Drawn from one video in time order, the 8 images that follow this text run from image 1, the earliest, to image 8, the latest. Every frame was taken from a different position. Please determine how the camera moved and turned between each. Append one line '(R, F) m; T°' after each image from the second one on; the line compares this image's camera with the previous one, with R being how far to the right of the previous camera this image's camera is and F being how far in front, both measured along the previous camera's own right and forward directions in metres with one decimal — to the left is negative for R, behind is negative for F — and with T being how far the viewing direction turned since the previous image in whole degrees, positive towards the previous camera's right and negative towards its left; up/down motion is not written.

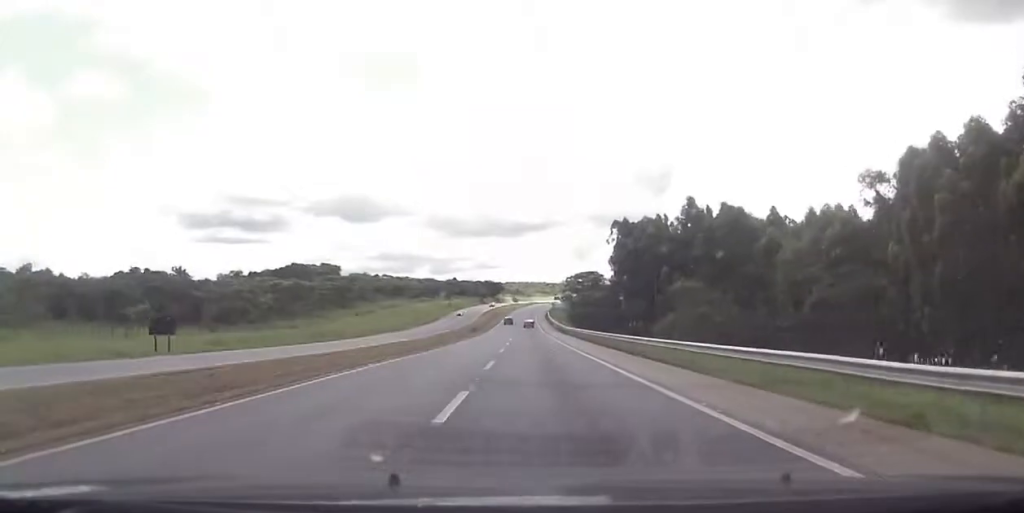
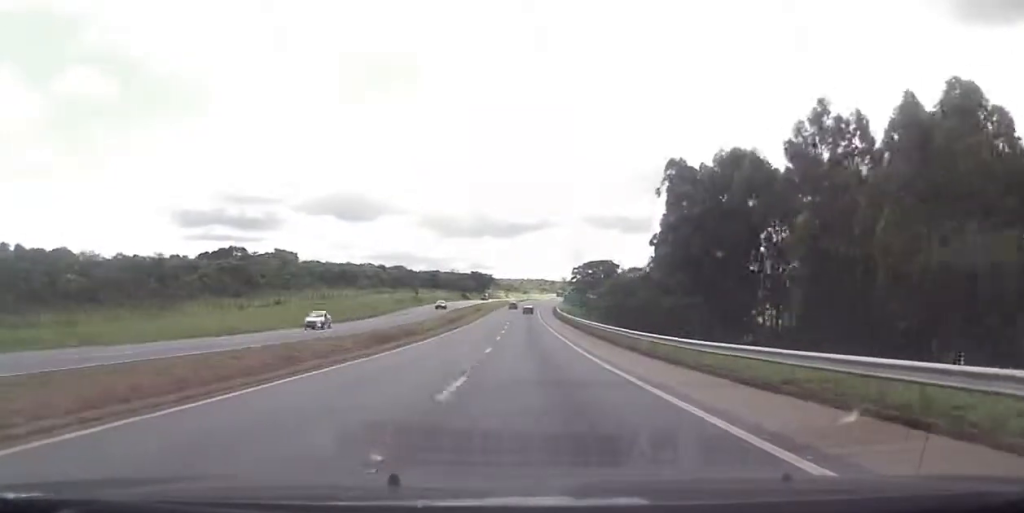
(+0.5, +67.6) m; 0°
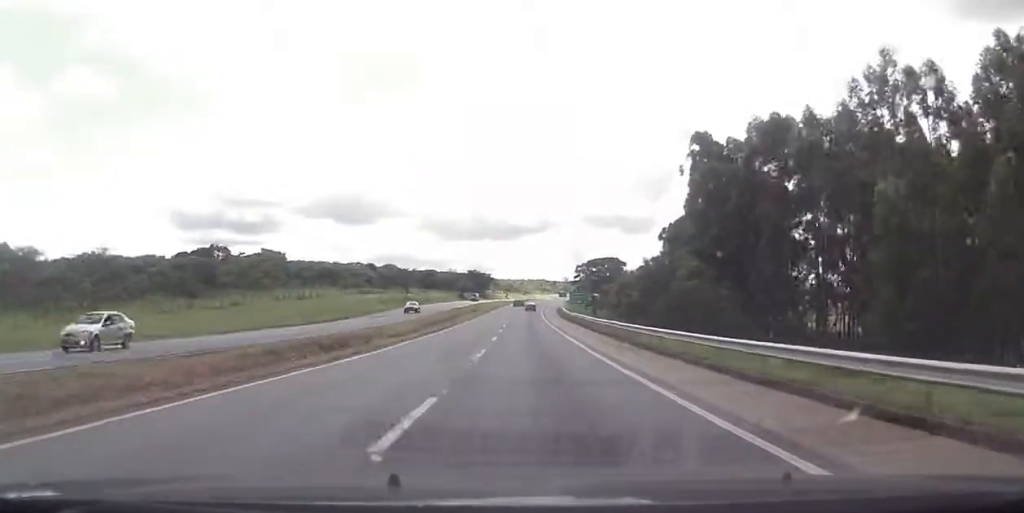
(-0.1, +16.2) m; 0°
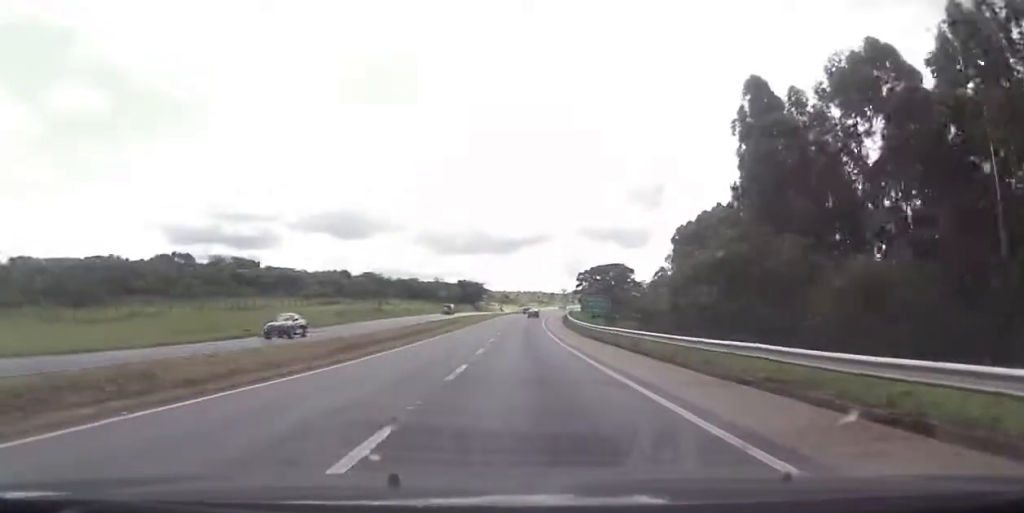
(0.0, +25.8) m; 0°
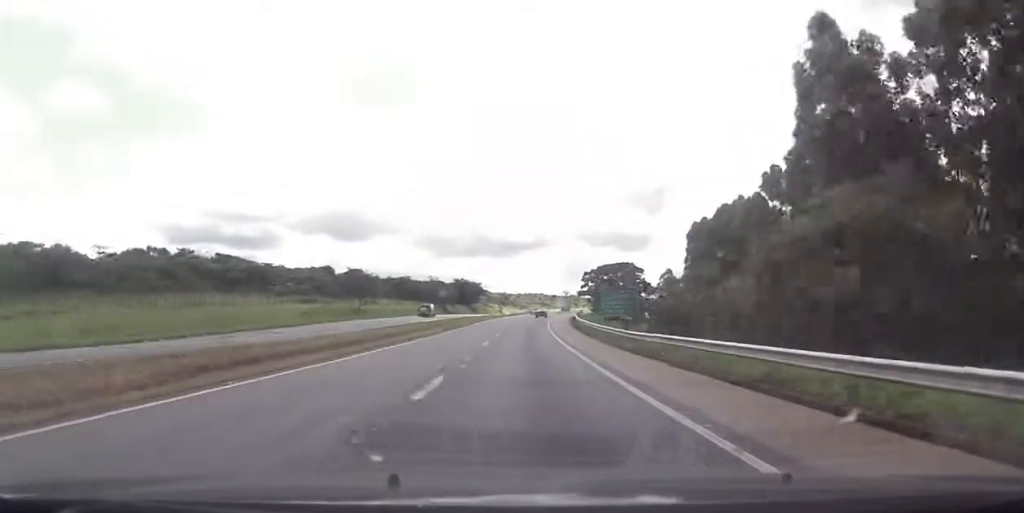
(0.0, +16.5) m; 0°
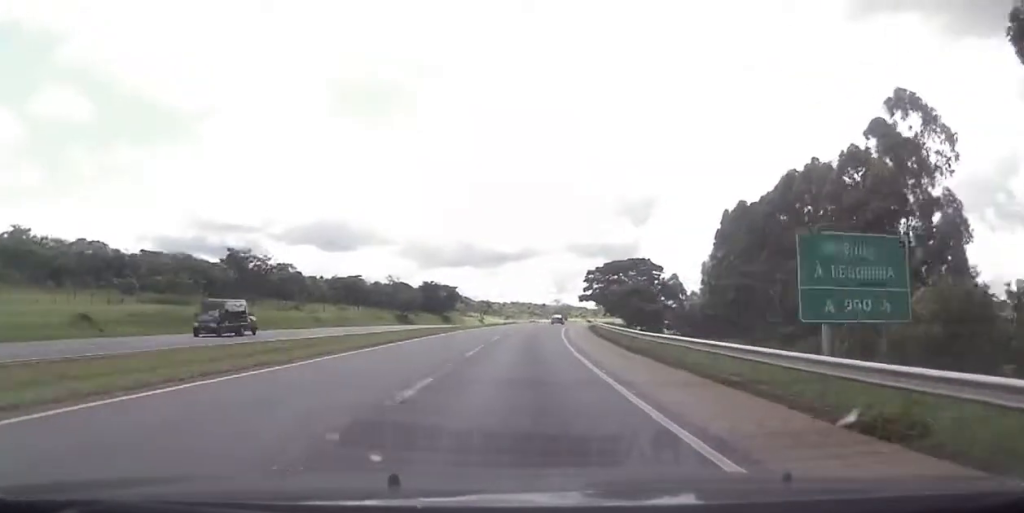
(+0.2, +46.3) m; +1°
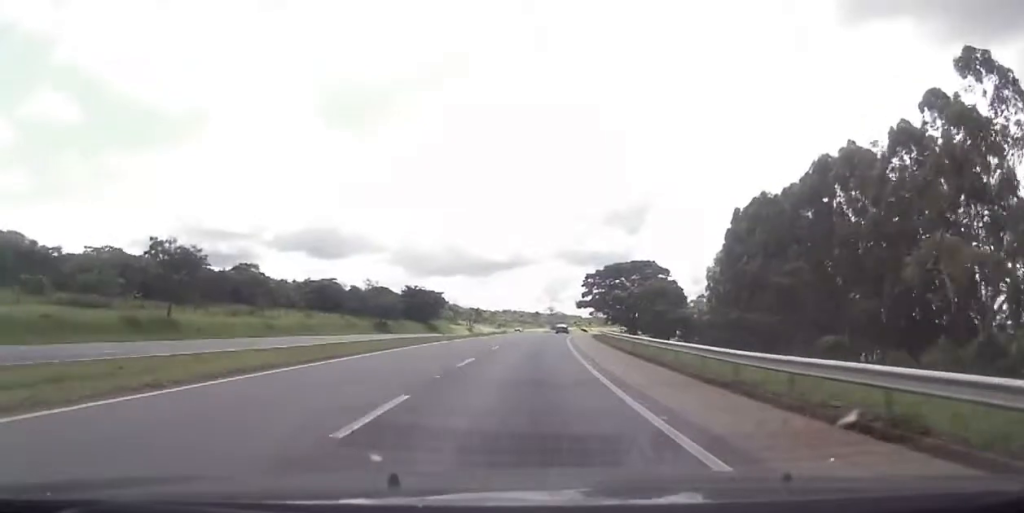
(+0.1, +15.5) m; +1°
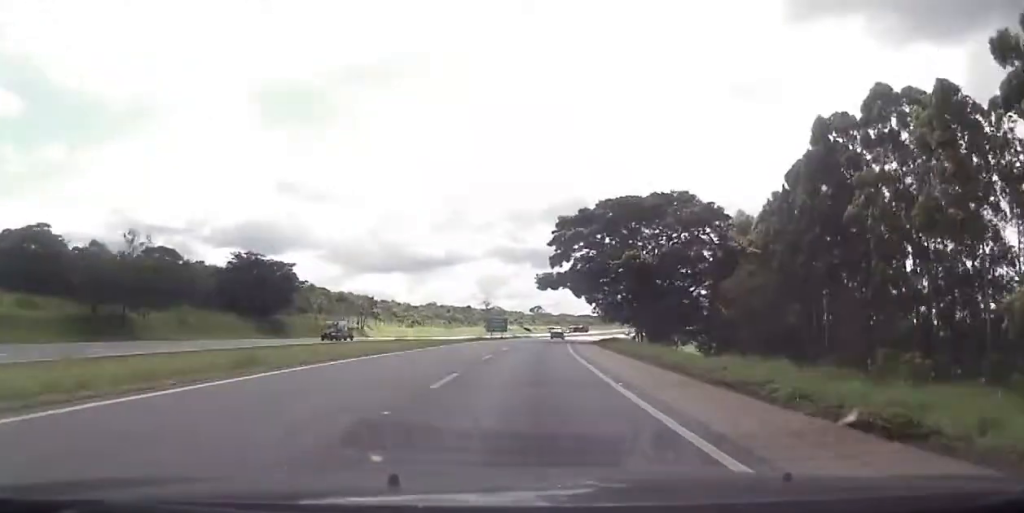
(+1.4, +75.8) m; +3°
